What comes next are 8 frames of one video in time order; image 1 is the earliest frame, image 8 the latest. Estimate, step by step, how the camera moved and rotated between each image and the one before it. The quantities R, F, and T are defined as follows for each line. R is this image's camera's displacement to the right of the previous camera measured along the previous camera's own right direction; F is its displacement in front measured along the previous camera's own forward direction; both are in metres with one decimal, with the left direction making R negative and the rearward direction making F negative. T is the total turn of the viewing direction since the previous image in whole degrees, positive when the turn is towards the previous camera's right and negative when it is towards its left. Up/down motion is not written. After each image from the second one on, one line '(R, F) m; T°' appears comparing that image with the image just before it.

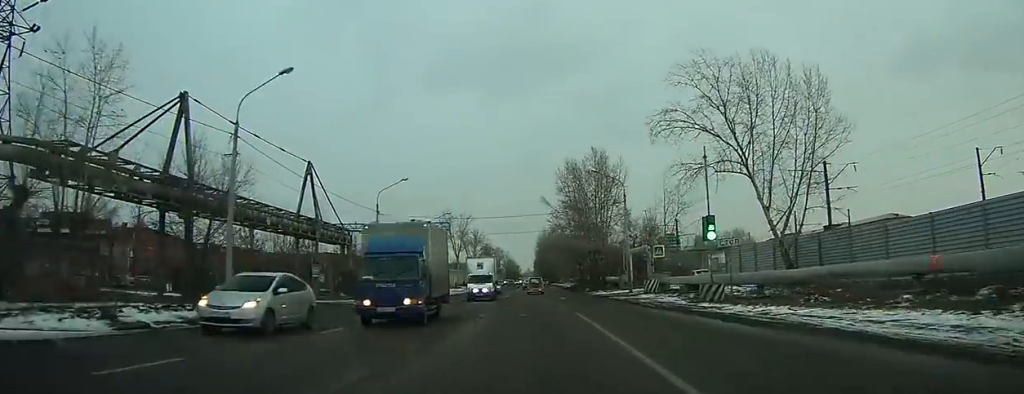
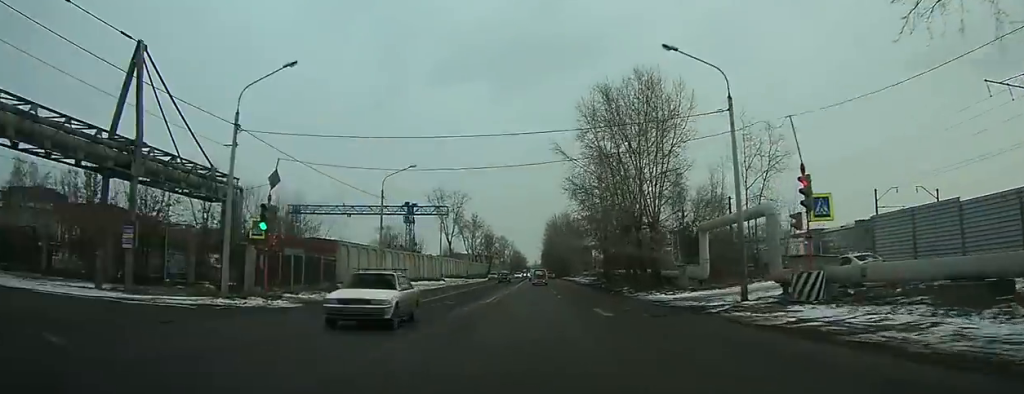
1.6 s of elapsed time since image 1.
(0.0, +26.4) m; 0°
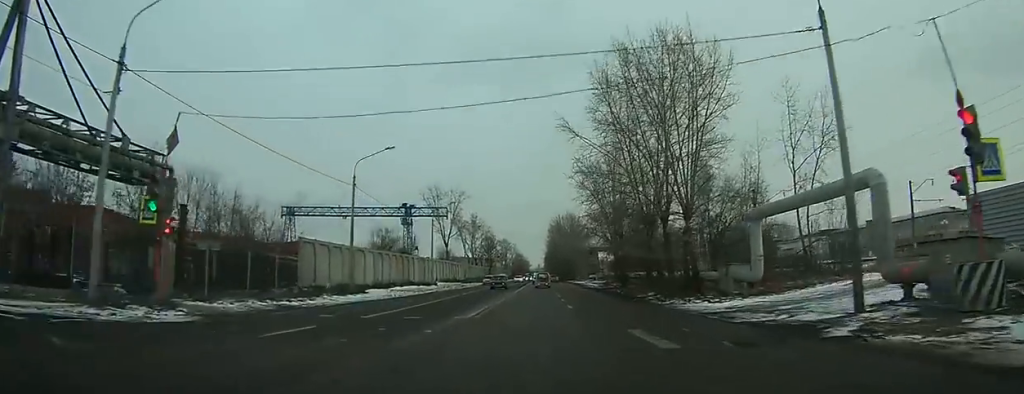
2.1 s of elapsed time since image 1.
(-0.1, +8.7) m; 0°
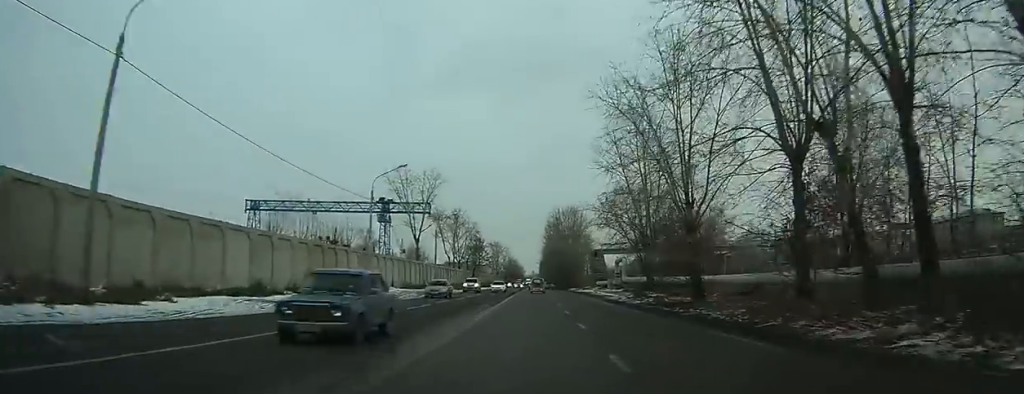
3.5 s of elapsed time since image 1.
(+0.1, +25.6) m; +1°
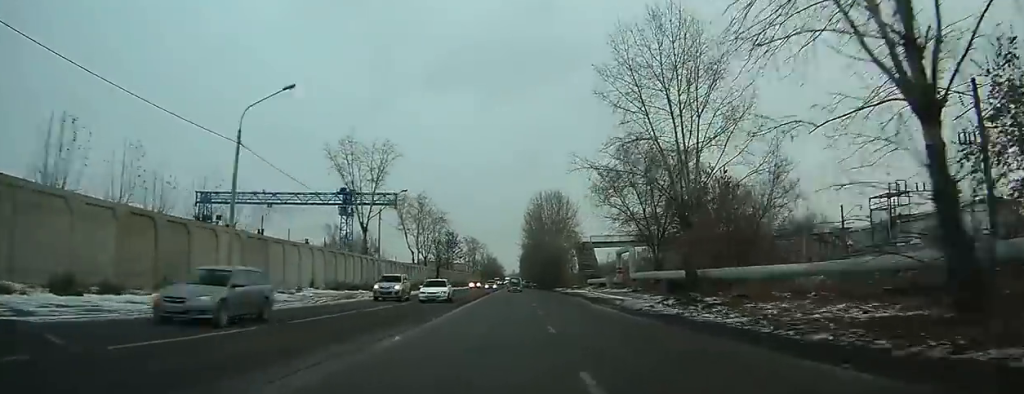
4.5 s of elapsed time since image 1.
(+0.1, +19.2) m; 0°
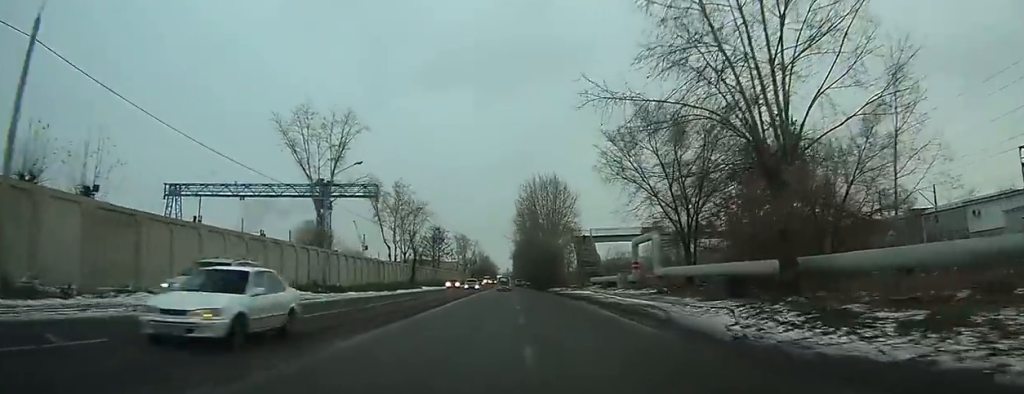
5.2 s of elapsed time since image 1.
(0.0, +13.3) m; 0°
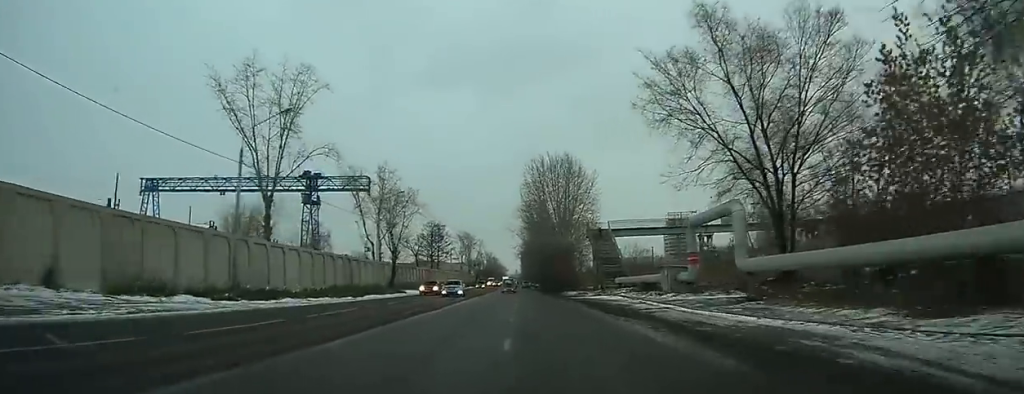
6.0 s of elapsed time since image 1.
(-0.1, +14.7) m; -1°
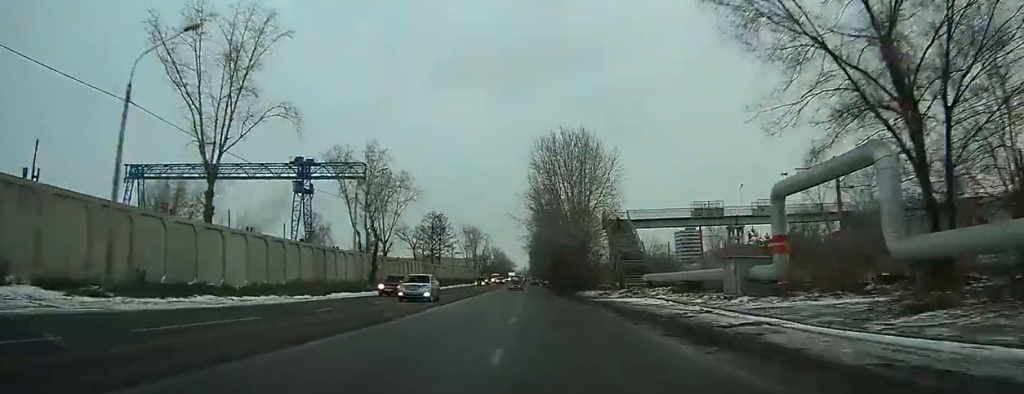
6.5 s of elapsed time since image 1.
(0.0, +10.3) m; 0°
